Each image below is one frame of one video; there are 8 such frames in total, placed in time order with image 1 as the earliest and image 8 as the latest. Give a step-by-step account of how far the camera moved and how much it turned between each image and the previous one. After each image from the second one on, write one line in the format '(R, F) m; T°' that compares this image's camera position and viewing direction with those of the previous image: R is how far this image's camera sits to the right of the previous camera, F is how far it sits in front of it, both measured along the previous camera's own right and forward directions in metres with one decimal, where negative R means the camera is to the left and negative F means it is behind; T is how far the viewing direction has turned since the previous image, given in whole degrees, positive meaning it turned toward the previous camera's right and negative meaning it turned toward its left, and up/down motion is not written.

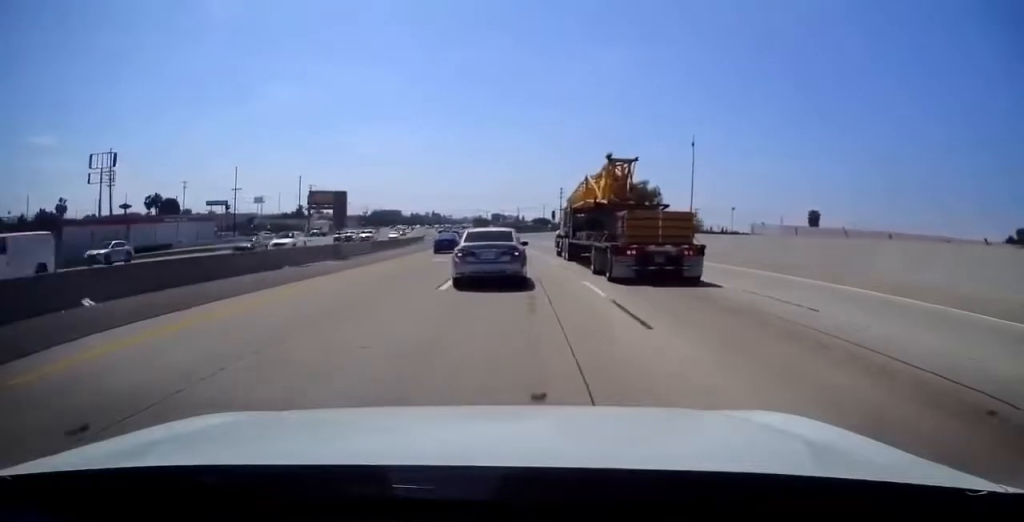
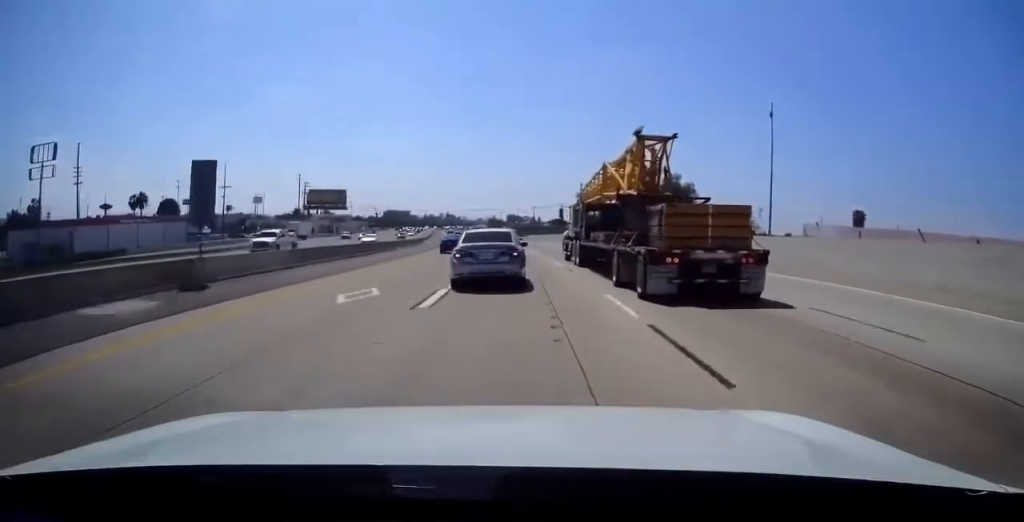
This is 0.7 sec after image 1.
(-0.3, +17.3) m; -1°
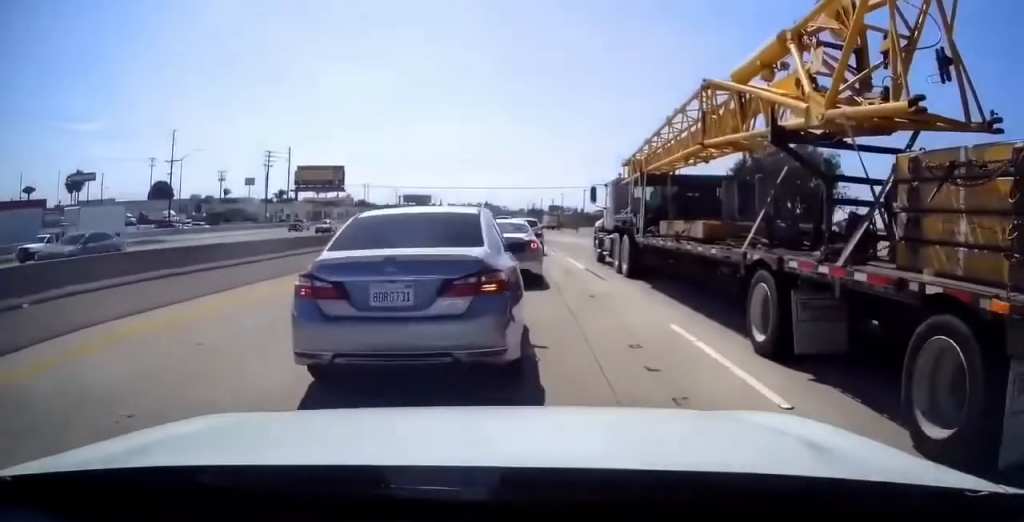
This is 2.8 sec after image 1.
(+0.2, +53.1) m; +1°
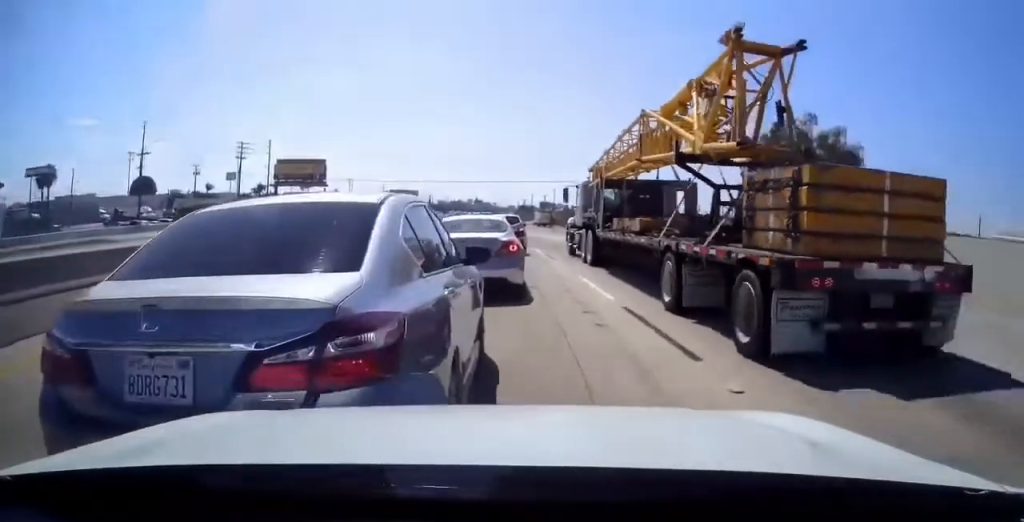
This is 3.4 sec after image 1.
(+0.3, +14.9) m; +1°
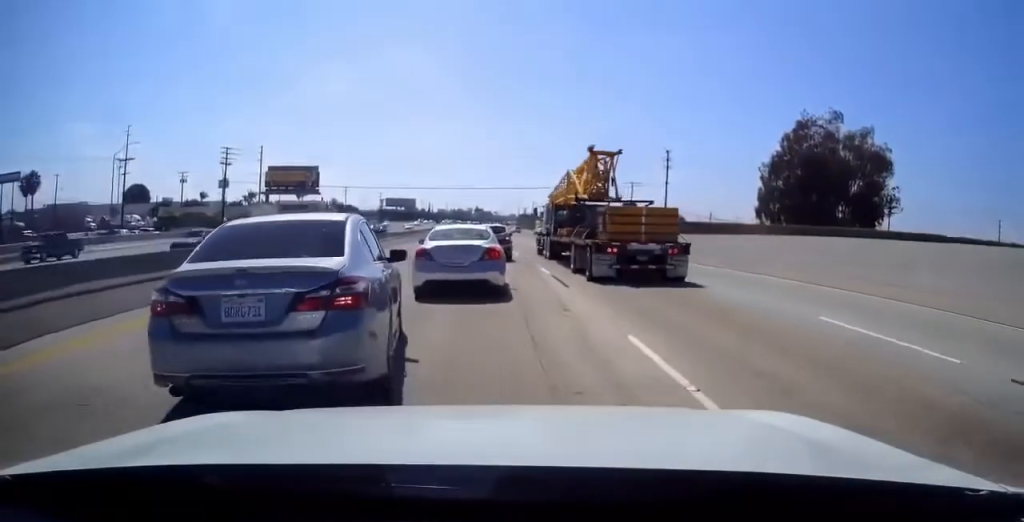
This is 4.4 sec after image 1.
(+0.1, +20.9) m; +1°
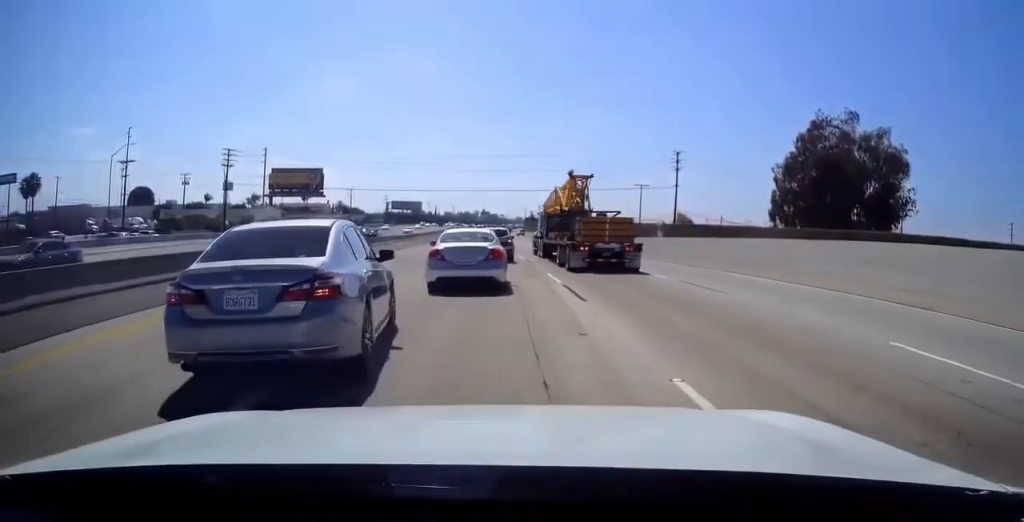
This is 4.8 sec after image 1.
(0.0, +9.2) m; 0°
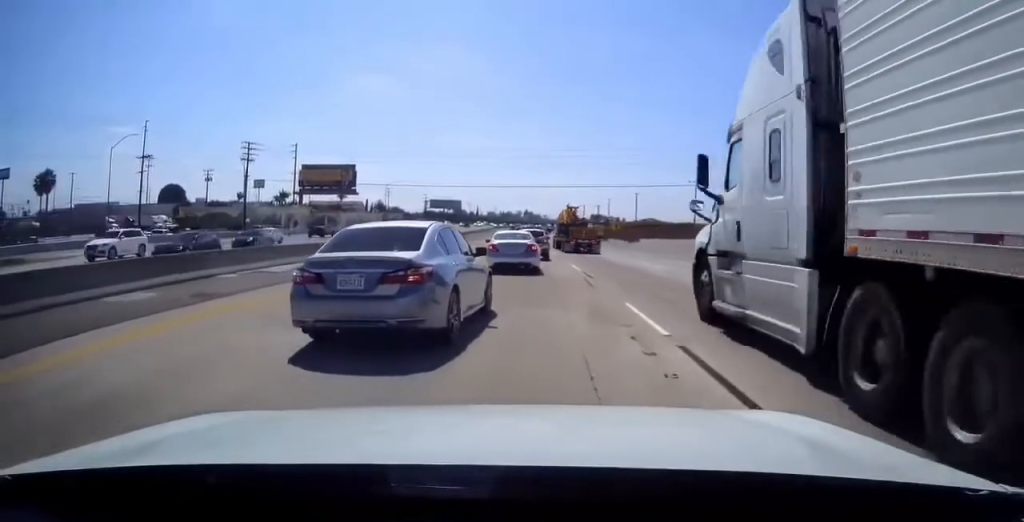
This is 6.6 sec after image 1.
(-0.7, +34.5) m; -4°
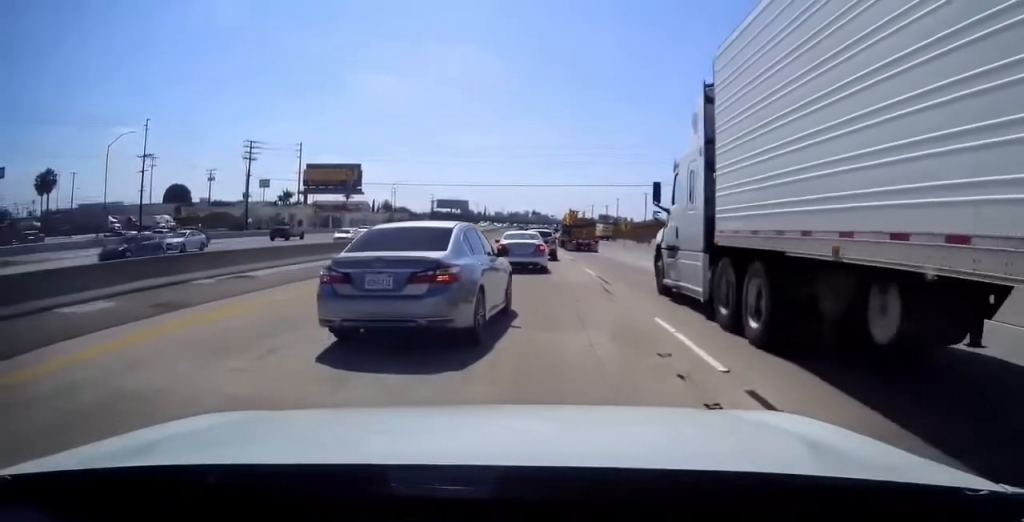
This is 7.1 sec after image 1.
(0.0, +8.1) m; 0°
